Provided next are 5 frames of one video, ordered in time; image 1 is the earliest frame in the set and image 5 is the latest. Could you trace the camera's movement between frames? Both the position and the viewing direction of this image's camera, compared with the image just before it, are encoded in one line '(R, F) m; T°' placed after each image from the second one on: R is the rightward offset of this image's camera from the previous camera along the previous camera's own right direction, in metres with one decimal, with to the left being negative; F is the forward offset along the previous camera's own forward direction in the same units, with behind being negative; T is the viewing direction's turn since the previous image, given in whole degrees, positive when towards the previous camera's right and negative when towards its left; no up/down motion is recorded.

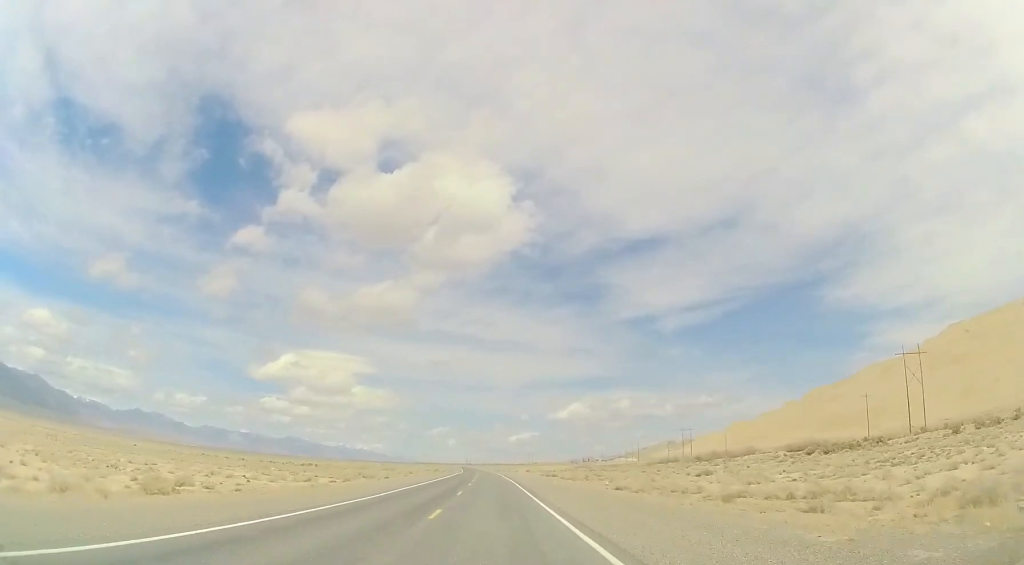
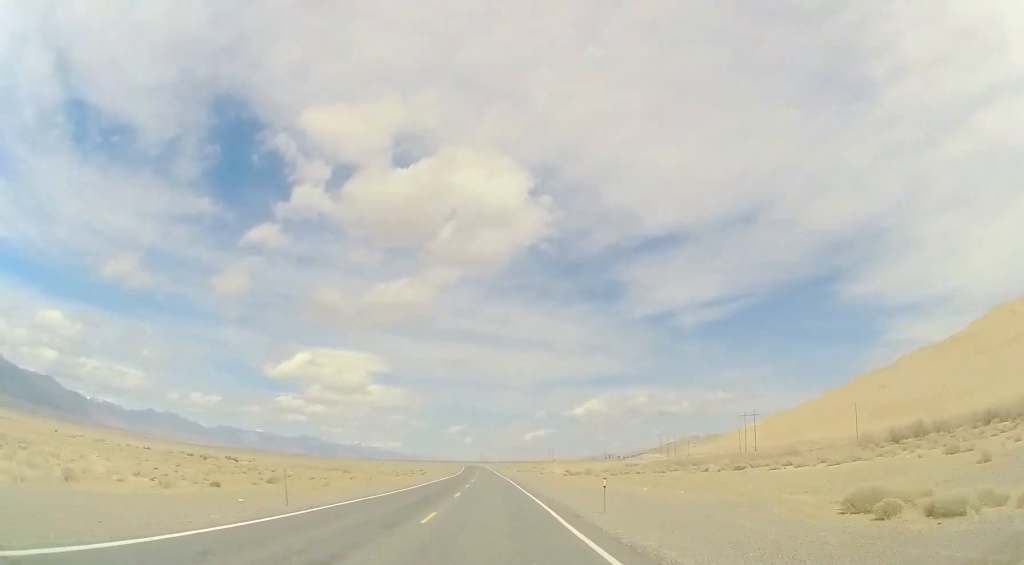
(-1.2, +82.7) m; -1°
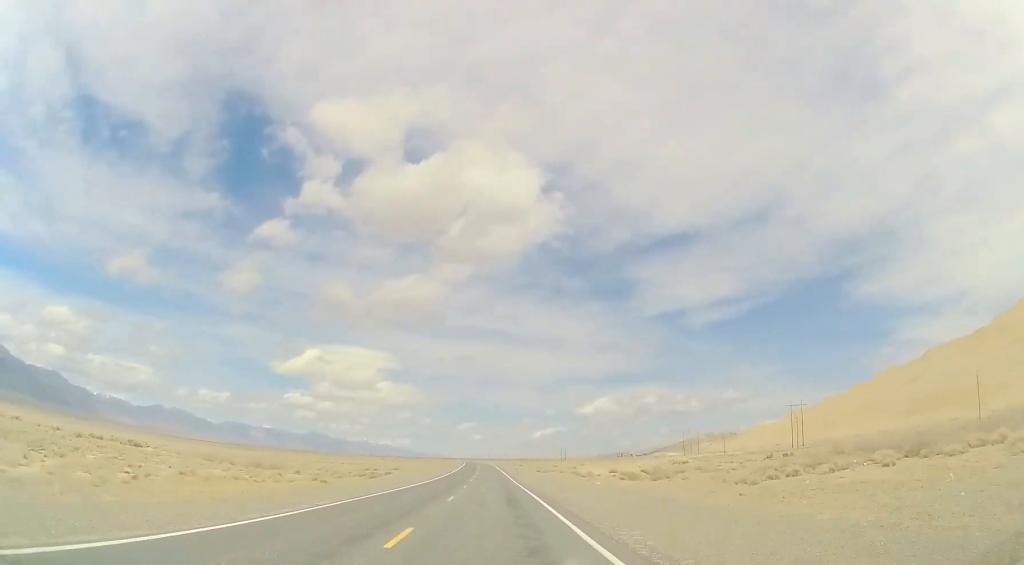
(0.0, +45.9) m; -1°
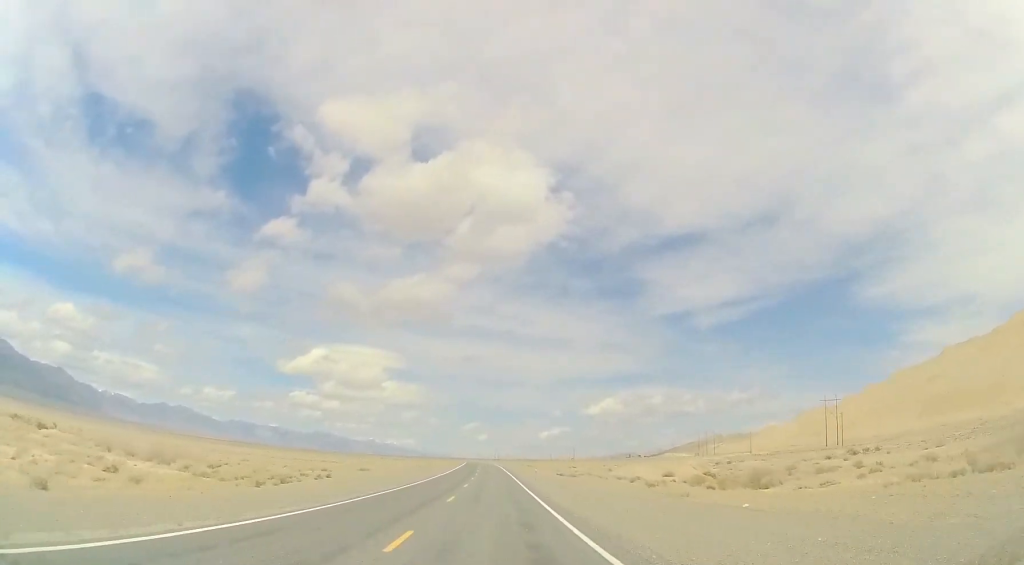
(-0.2, +27.6) m; -1°
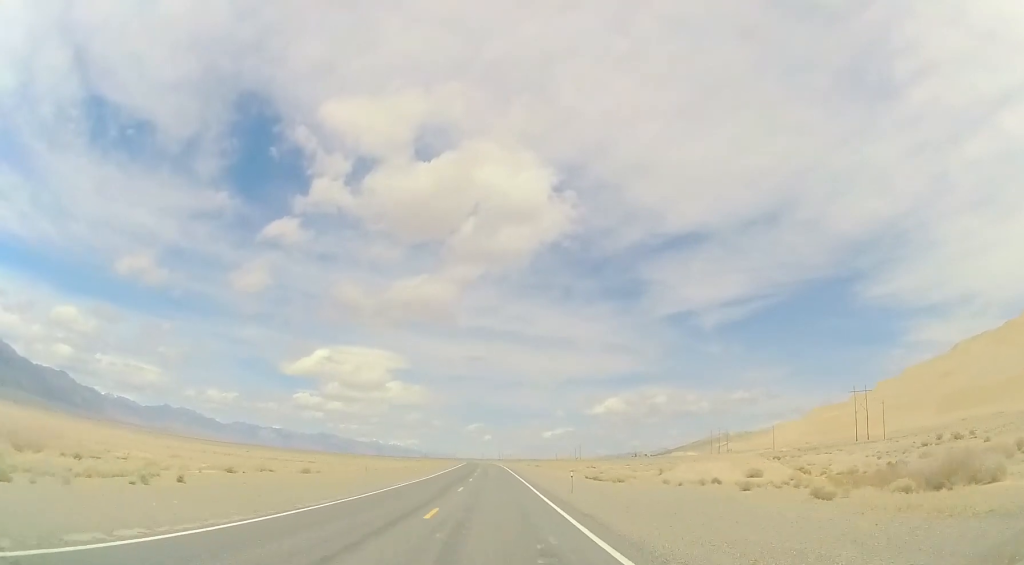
(-0.1, +23.0) m; -1°
